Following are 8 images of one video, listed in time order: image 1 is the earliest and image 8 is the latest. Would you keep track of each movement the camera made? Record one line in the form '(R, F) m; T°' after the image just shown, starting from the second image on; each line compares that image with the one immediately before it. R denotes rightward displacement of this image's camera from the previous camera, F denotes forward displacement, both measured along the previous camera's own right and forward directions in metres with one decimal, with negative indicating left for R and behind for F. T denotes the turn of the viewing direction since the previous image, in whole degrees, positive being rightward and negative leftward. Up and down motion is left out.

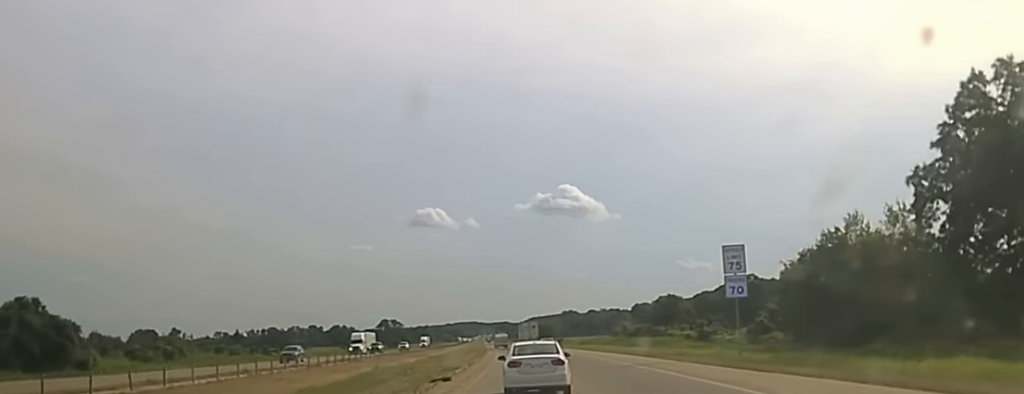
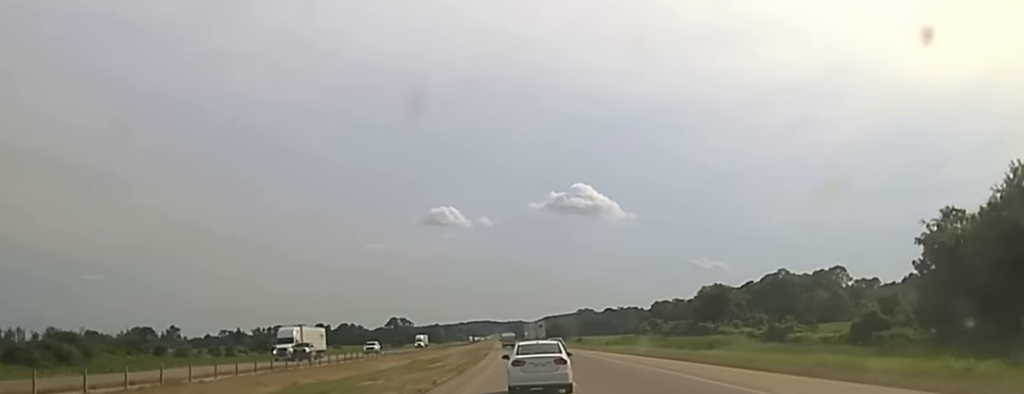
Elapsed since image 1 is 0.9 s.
(-0.6, +37.1) m; -1°
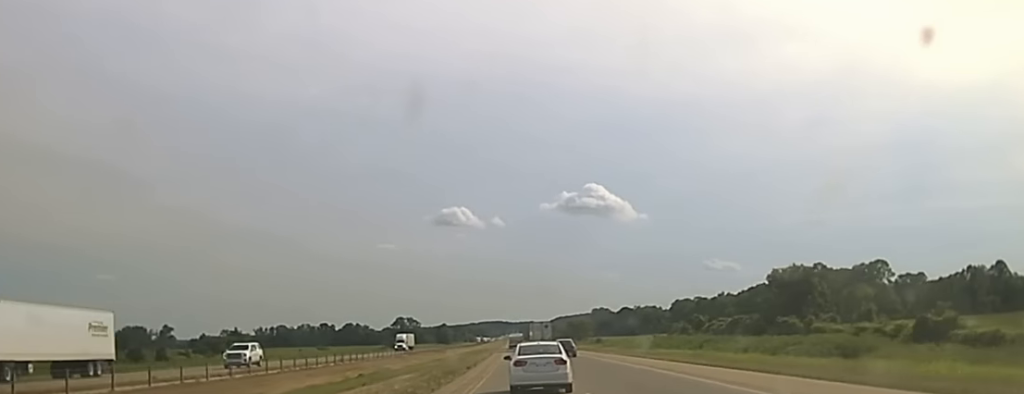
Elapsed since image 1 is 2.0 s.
(-0.1, +44.7) m; -1°
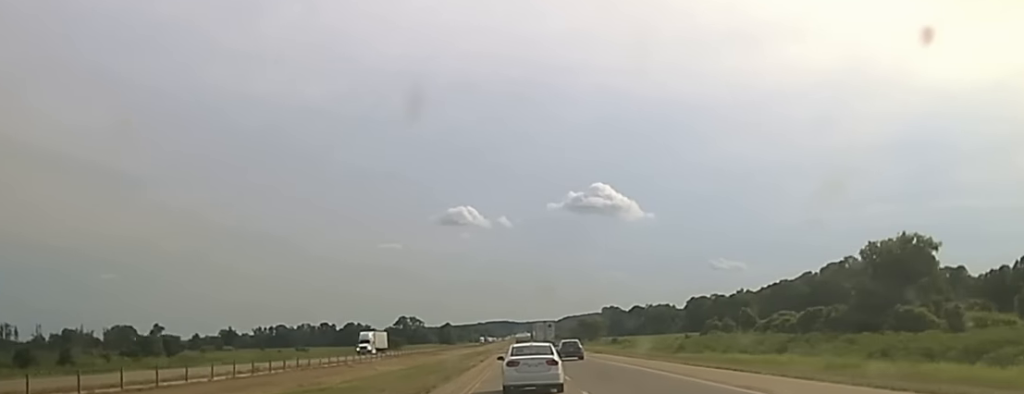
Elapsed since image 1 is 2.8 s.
(-0.4, +41.2) m; -1°
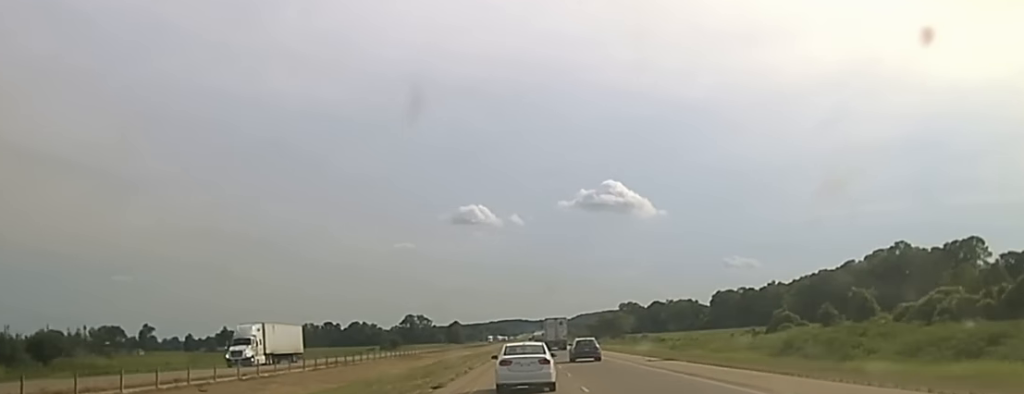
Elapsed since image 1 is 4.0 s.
(-0.1, +57.3) m; -1°
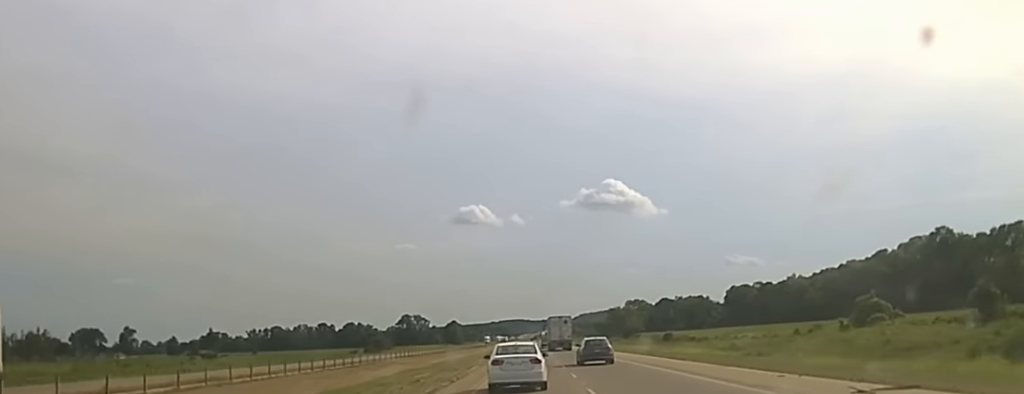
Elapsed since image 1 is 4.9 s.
(-0.3, +42.1) m; -1°
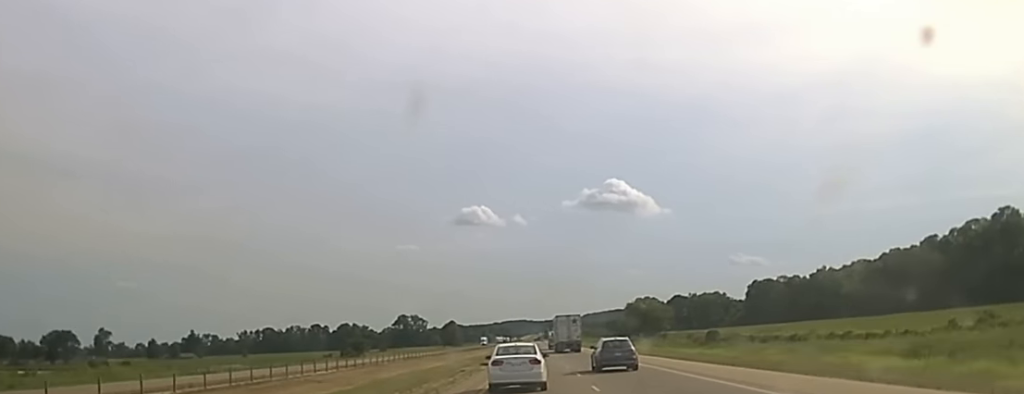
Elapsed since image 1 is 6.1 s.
(-0.1, +50.7) m; 0°
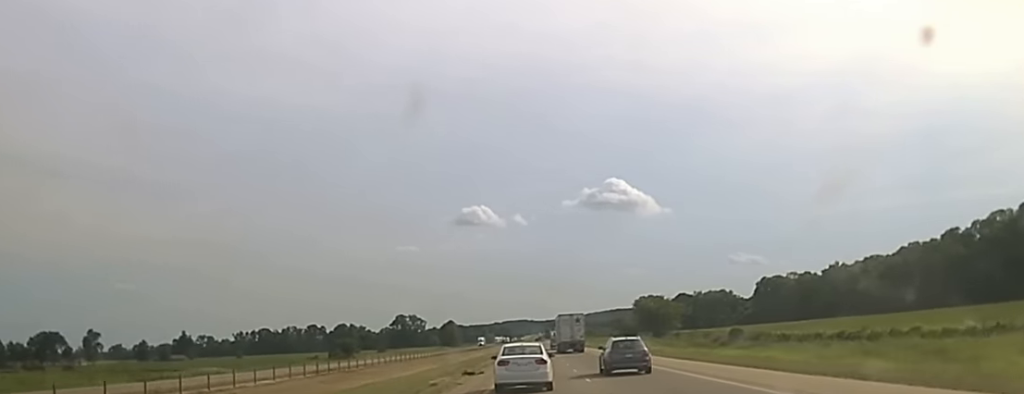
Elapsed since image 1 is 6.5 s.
(0.0, +17.4) m; 0°
